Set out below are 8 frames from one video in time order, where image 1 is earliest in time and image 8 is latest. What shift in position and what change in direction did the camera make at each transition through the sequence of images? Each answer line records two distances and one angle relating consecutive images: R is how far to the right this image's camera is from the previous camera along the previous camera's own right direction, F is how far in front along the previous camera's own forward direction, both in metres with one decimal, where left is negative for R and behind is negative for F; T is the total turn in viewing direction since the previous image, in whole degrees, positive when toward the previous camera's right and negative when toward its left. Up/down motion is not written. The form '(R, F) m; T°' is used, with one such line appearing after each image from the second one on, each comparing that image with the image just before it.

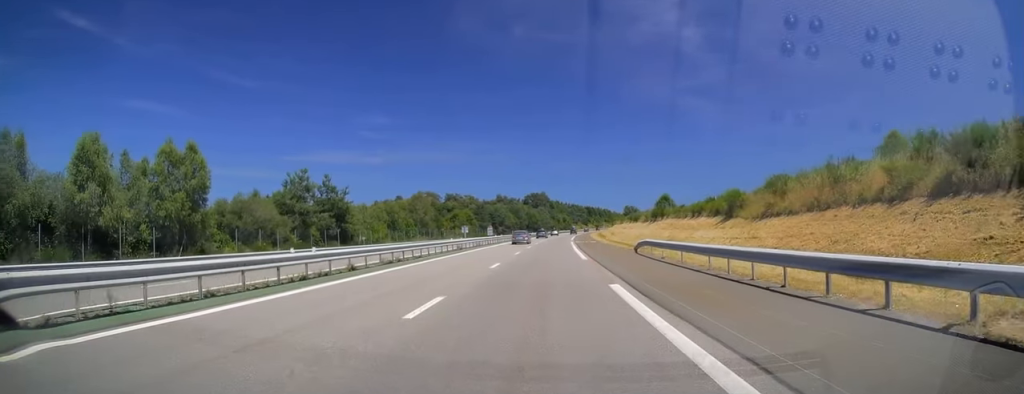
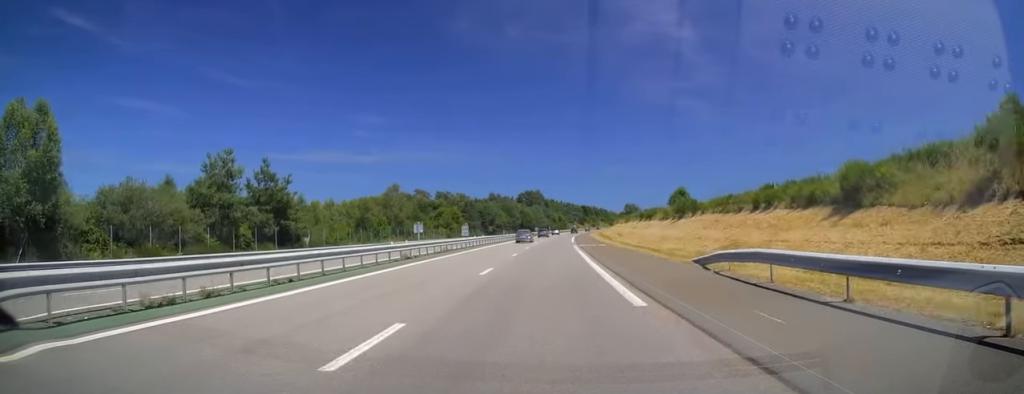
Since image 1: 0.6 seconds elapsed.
(+0.1, +16.7) m; +1°
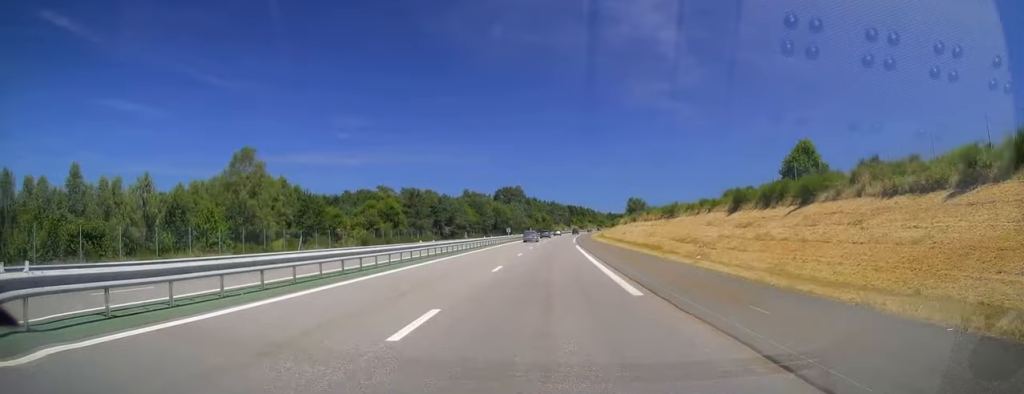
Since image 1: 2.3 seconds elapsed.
(+0.8, +50.4) m; +2°
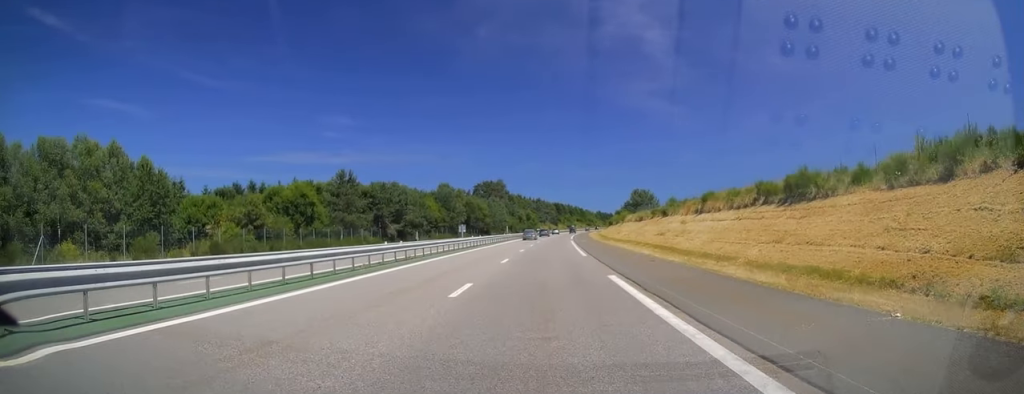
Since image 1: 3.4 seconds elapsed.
(+0.1, +34.2) m; +1°
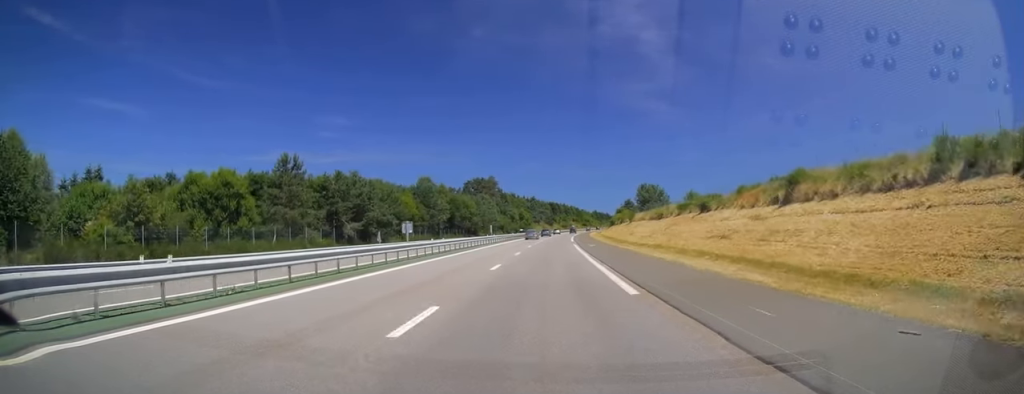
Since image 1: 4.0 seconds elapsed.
(+0.3, +17.6) m; +1°
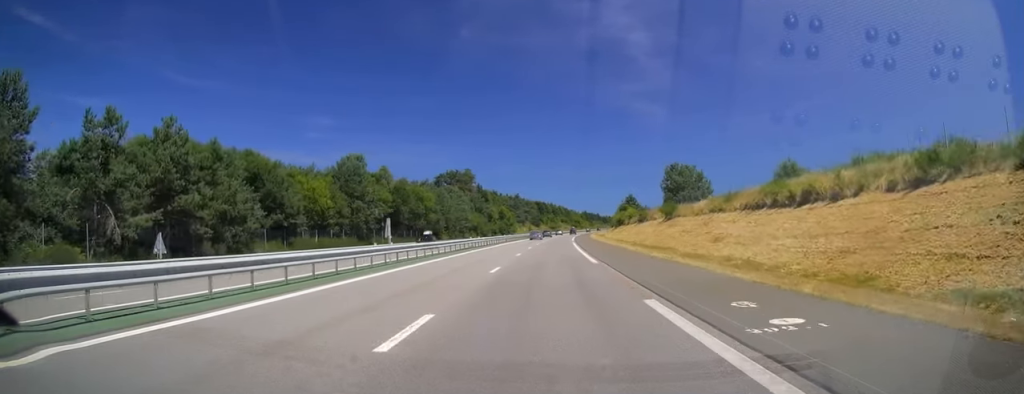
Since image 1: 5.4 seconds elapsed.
(+0.2, +40.1) m; +1°
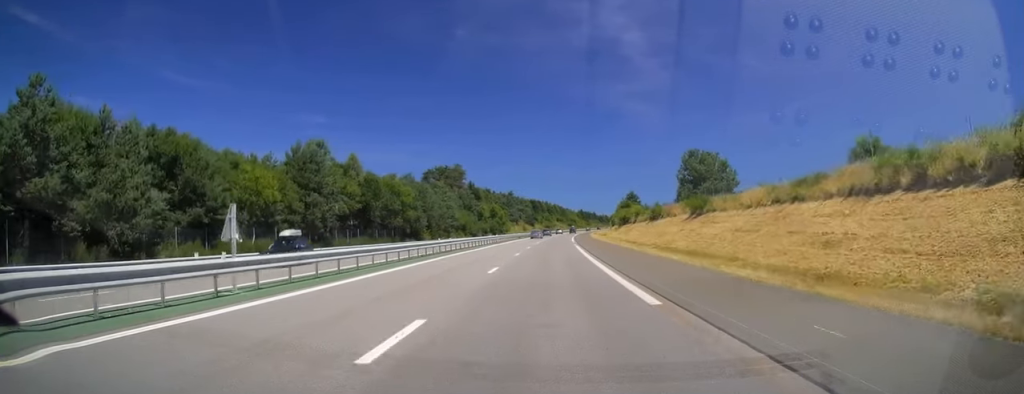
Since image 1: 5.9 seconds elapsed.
(+0.2, +13.7) m; 0°
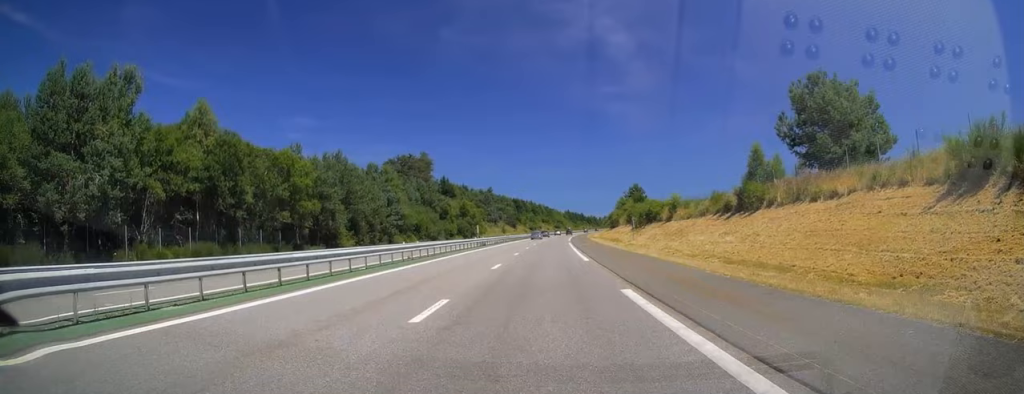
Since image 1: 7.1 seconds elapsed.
(+0.2, +36.3) m; +1°
